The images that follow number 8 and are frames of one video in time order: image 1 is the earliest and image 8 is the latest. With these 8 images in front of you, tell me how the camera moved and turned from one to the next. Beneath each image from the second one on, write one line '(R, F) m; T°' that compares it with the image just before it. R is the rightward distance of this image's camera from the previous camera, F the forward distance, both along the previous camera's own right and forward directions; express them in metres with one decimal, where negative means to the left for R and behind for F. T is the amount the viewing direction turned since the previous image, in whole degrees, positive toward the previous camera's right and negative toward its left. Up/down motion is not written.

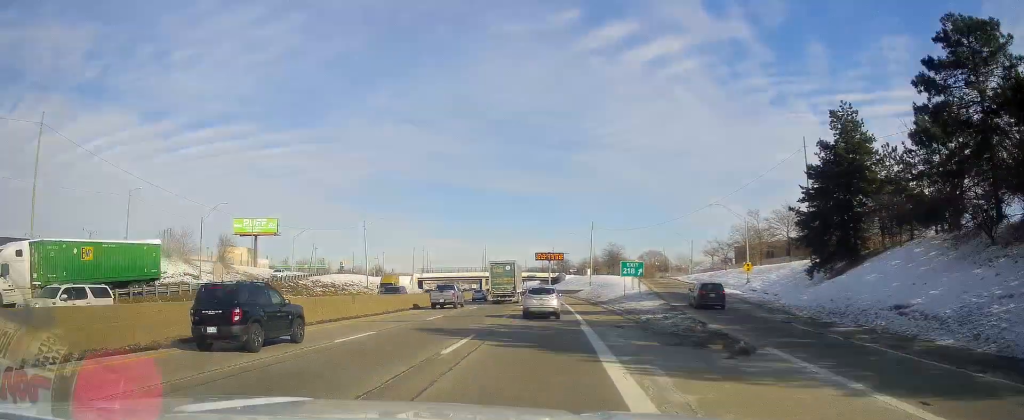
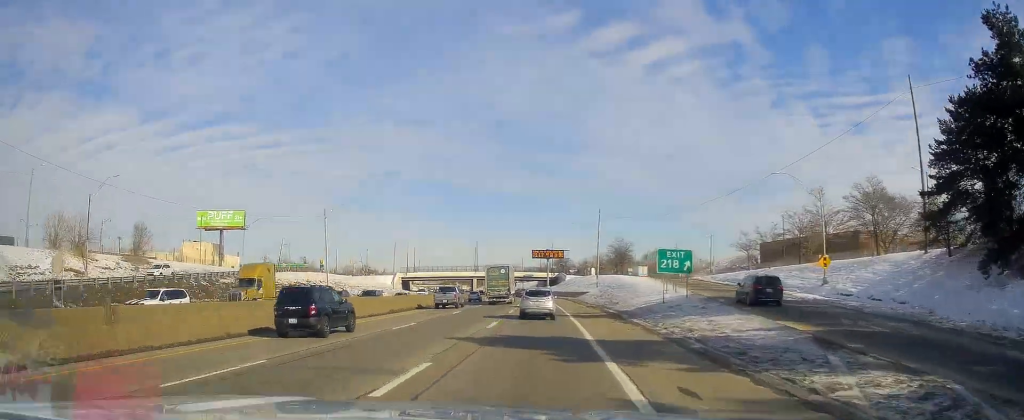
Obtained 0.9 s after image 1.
(-0.1, +20.9) m; 0°
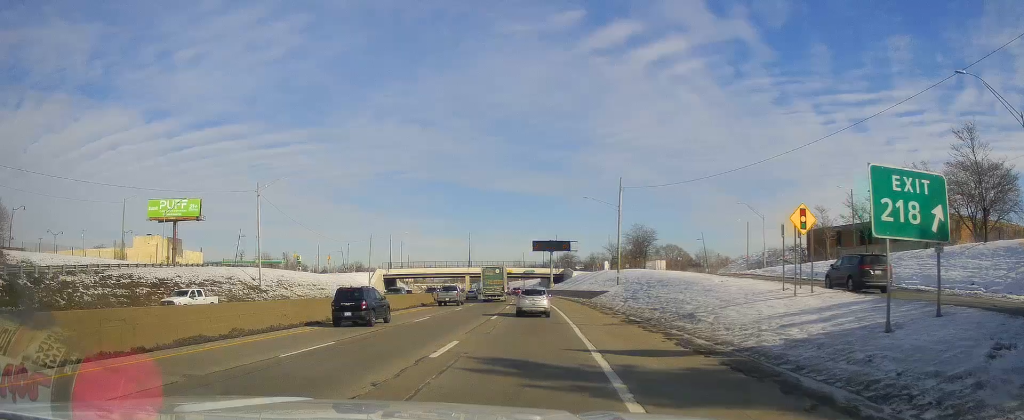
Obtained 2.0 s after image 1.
(+0.1, +24.8) m; -1°
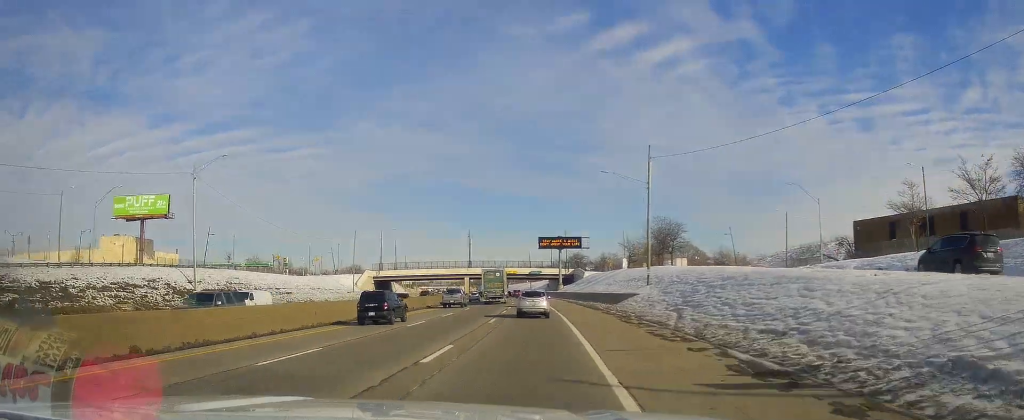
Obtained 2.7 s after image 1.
(-0.3, +16.5) m; -1°
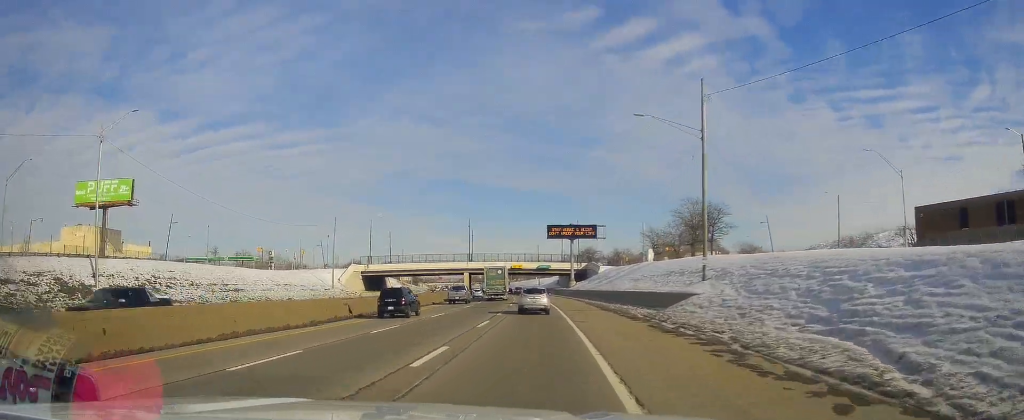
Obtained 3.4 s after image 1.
(-0.2, +16.6) m; -1°
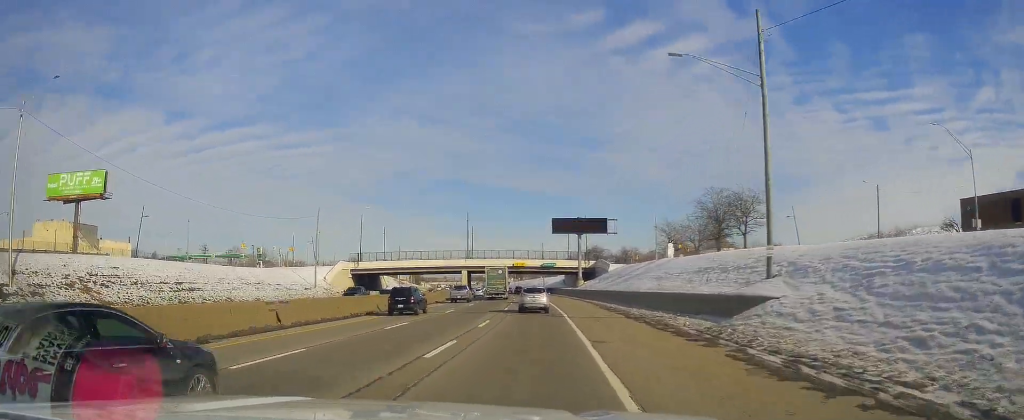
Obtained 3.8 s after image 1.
(-0.1, +10.4) m; 0°
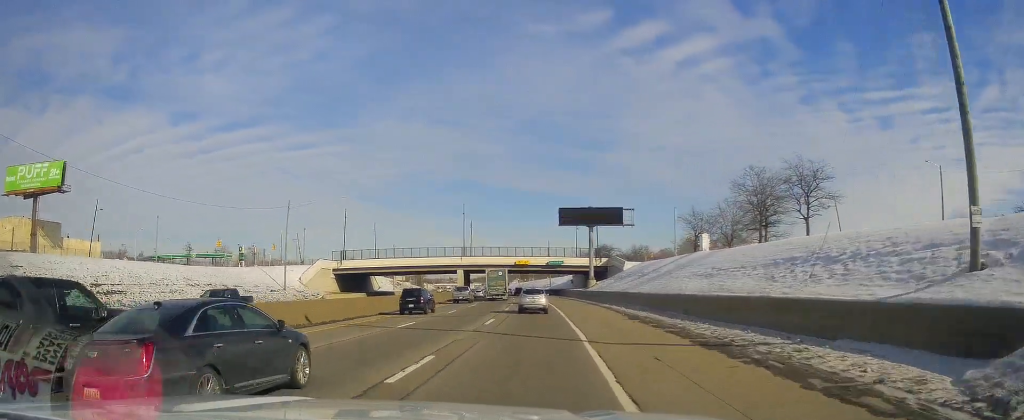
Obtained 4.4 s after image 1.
(0.0, +13.6) m; -1°
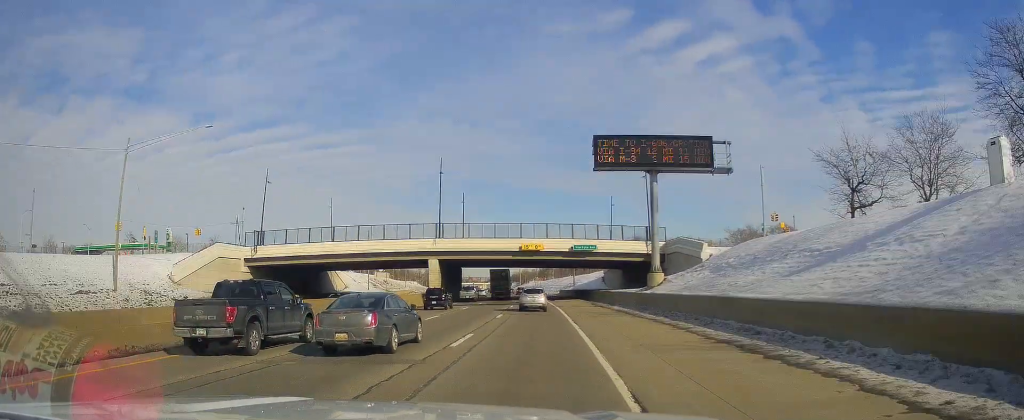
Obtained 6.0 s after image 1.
(-1.3, +39.0) m; -3°
